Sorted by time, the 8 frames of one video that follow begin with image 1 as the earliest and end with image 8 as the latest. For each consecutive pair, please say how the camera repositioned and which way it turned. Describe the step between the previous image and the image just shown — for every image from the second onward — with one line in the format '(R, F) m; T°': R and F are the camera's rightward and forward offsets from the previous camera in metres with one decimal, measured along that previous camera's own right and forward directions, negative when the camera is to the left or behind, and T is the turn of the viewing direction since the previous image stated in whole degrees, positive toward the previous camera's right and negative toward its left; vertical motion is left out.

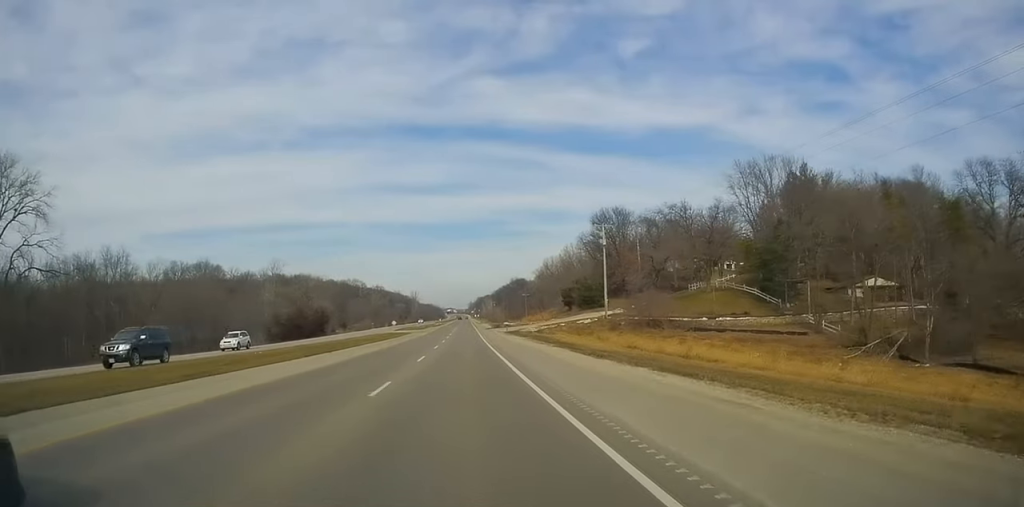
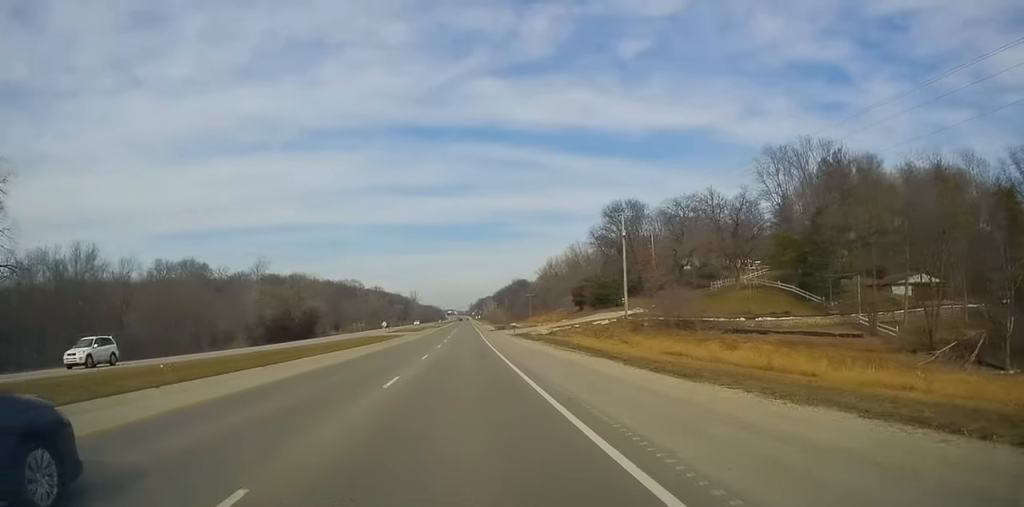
(-0.3, +10.4) m; -1°
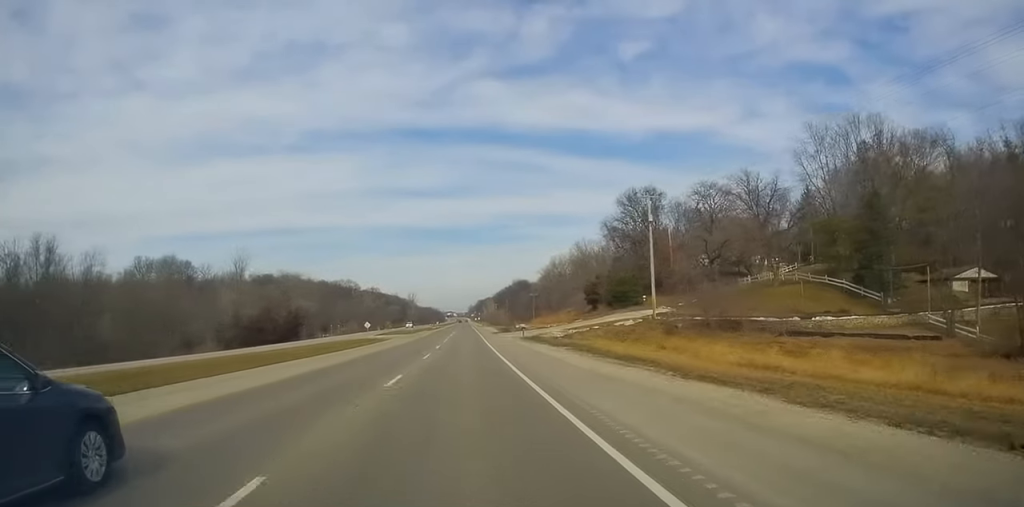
(+0.1, +11.5) m; 0°
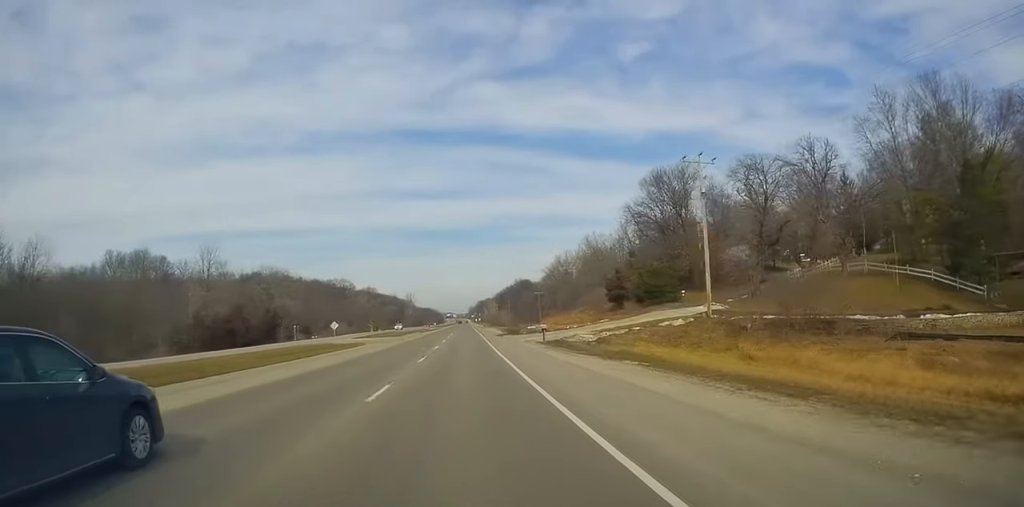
(+0.1, +15.0) m; 0°
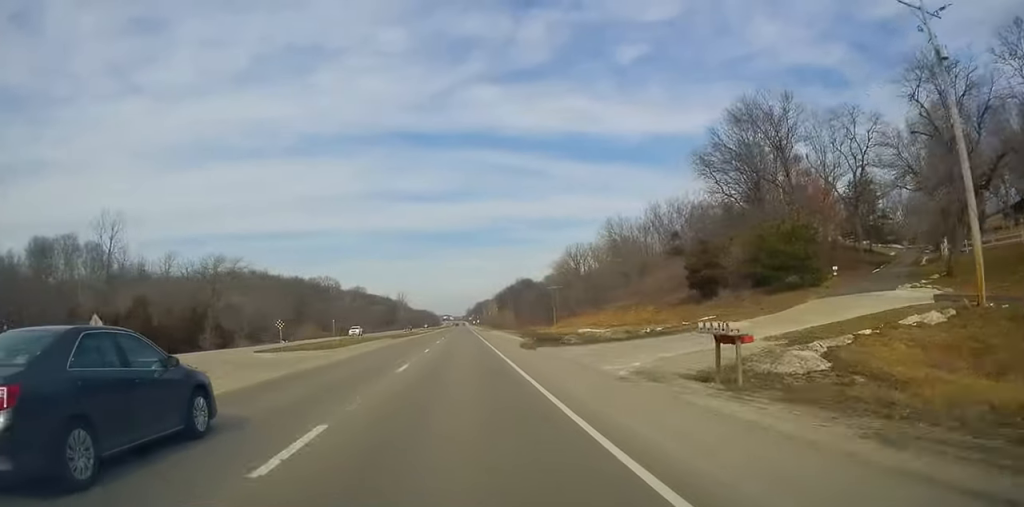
(+0.3, +30.2) m; +2°
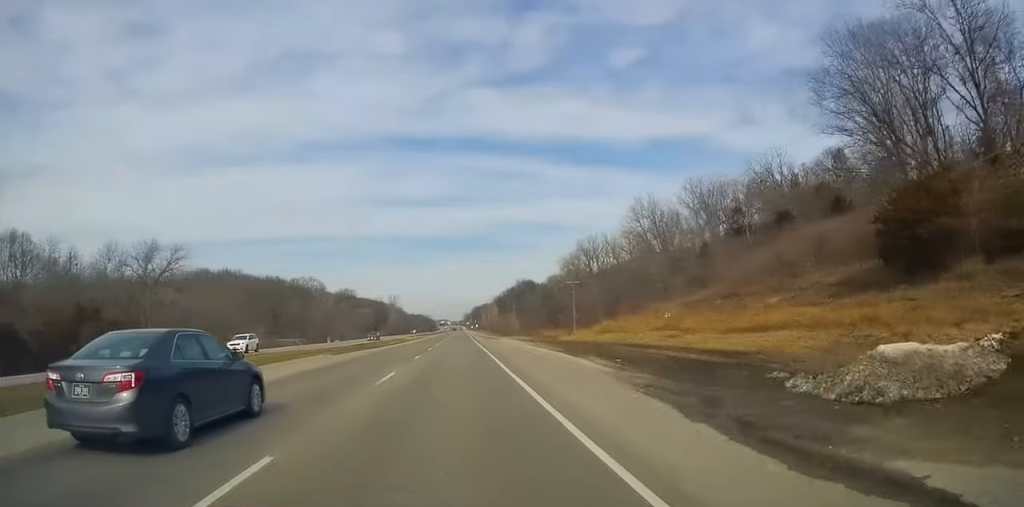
(0.0, +27.0) m; -1°
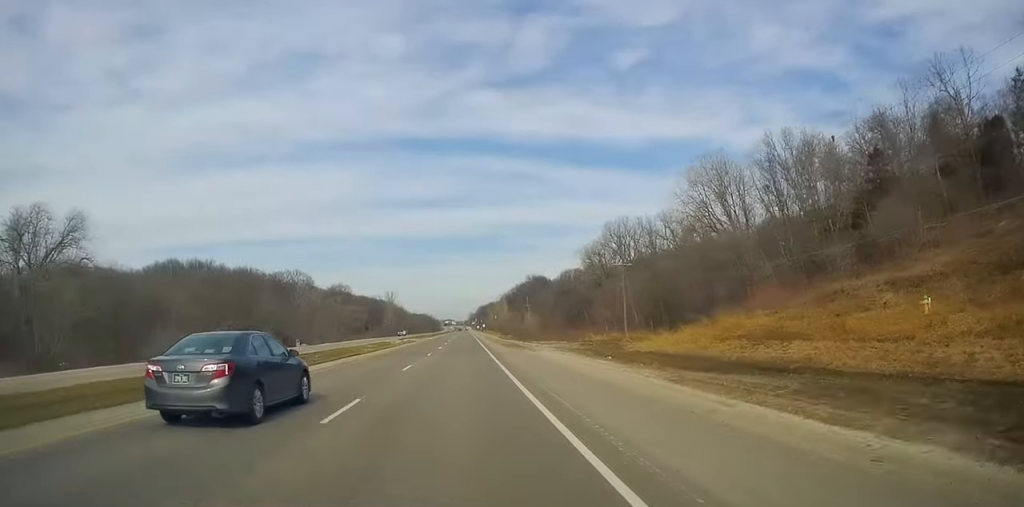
(-0.3, +30.8) m; +1°
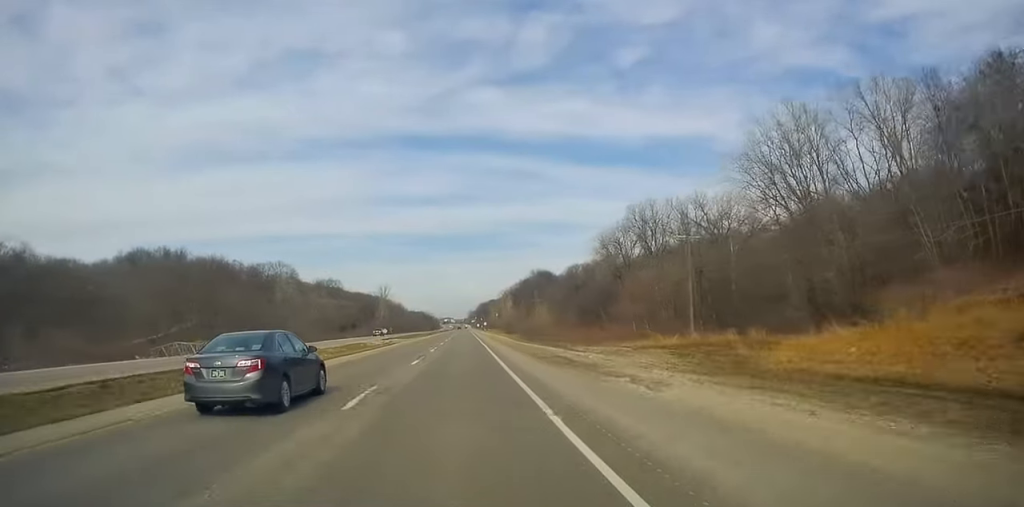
(+0.4, +22.4) m; 0°
